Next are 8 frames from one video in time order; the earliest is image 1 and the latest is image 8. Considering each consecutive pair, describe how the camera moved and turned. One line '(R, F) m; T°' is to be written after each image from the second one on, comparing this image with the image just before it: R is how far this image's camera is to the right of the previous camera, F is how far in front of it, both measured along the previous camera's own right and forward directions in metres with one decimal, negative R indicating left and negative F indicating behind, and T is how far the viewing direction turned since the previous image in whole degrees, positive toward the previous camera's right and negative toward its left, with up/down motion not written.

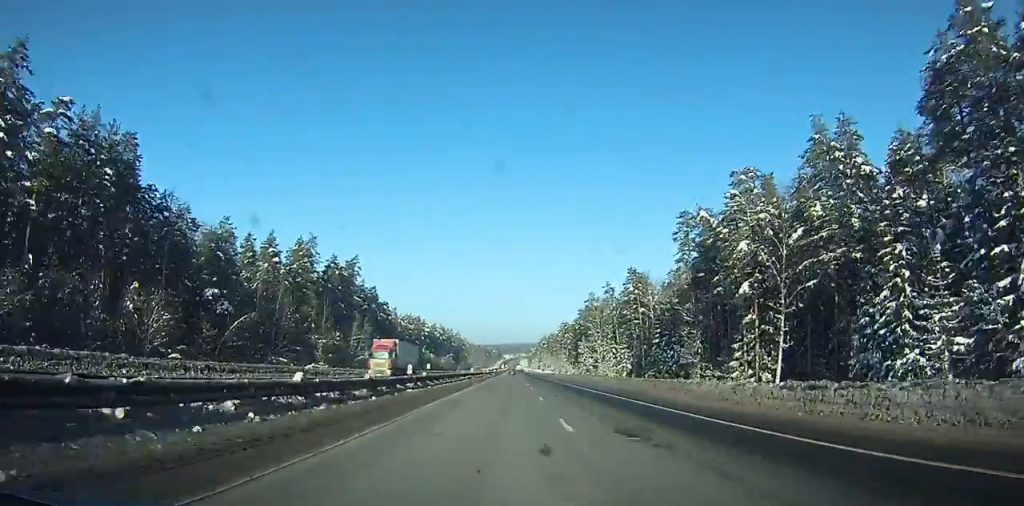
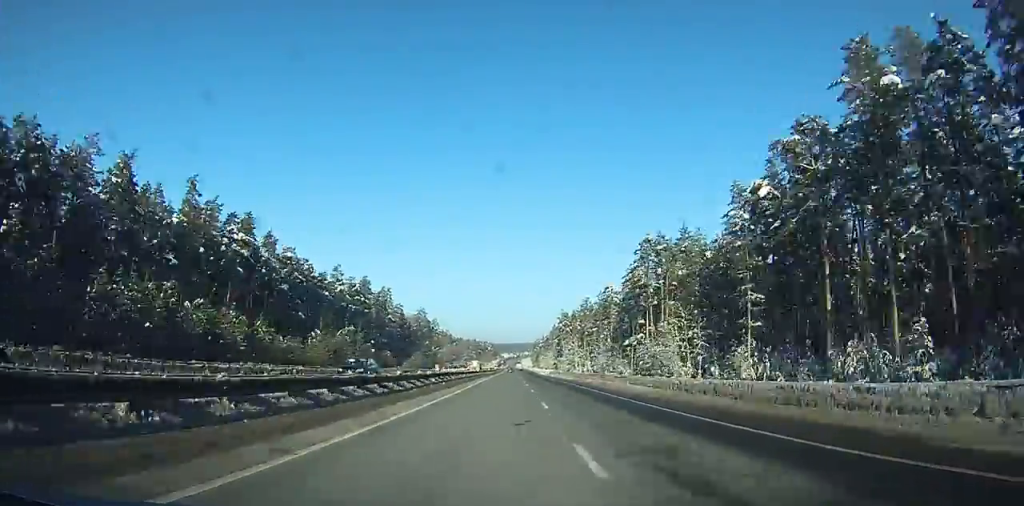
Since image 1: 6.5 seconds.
(-0.4, +198.6) m; 0°
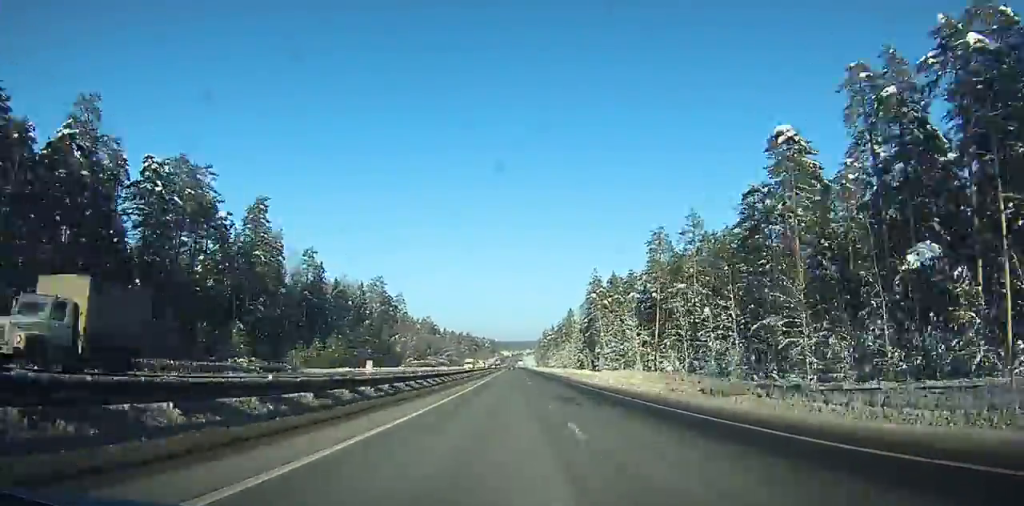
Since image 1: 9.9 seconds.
(+0.4, +103.7) m; 0°
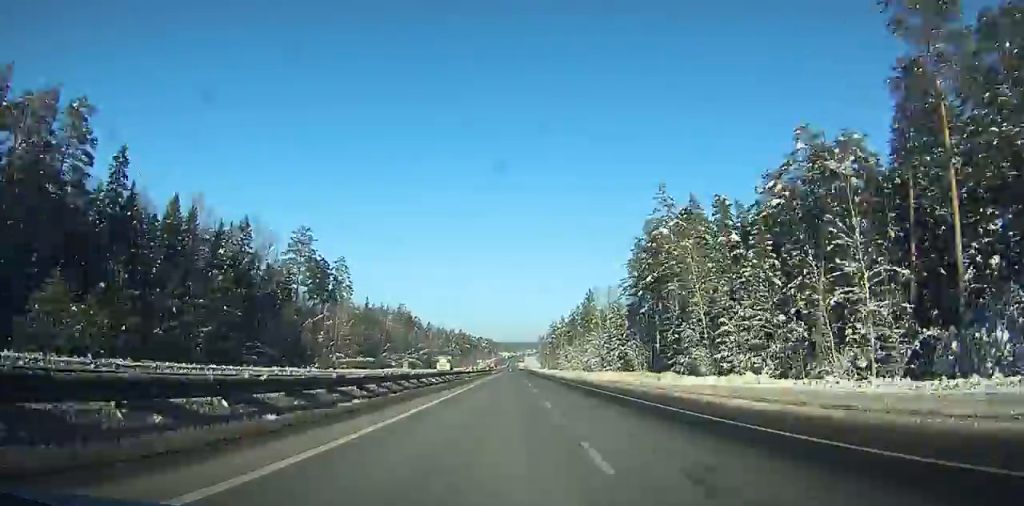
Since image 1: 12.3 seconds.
(-0.3, +72.0) m; 0°
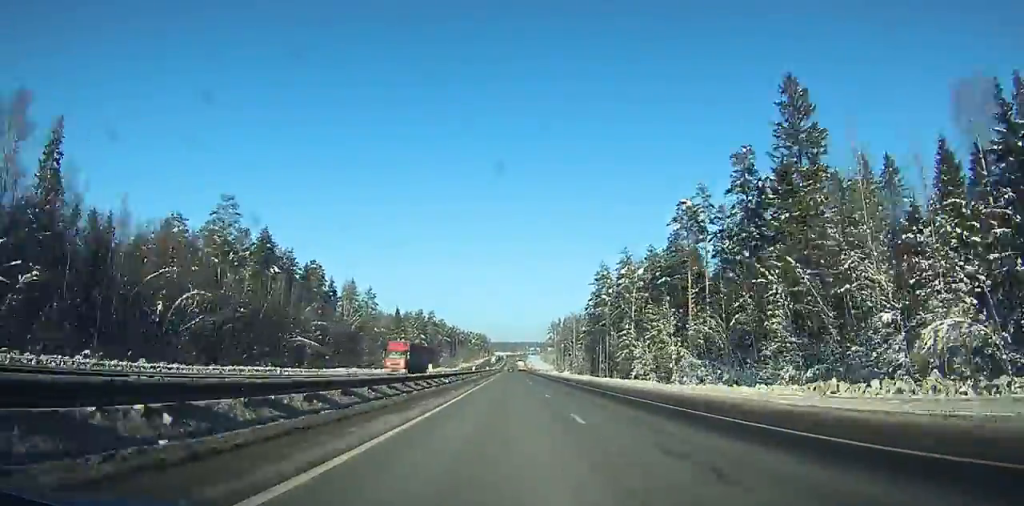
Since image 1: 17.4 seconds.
(+8.9, +139.4) m; +7°
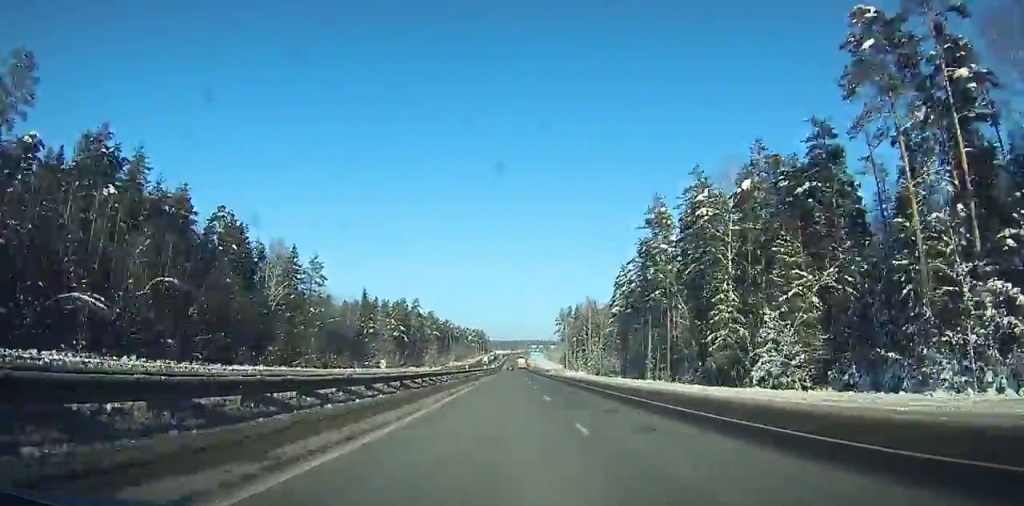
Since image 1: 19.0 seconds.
(+8.9, +30.8) m; -5°
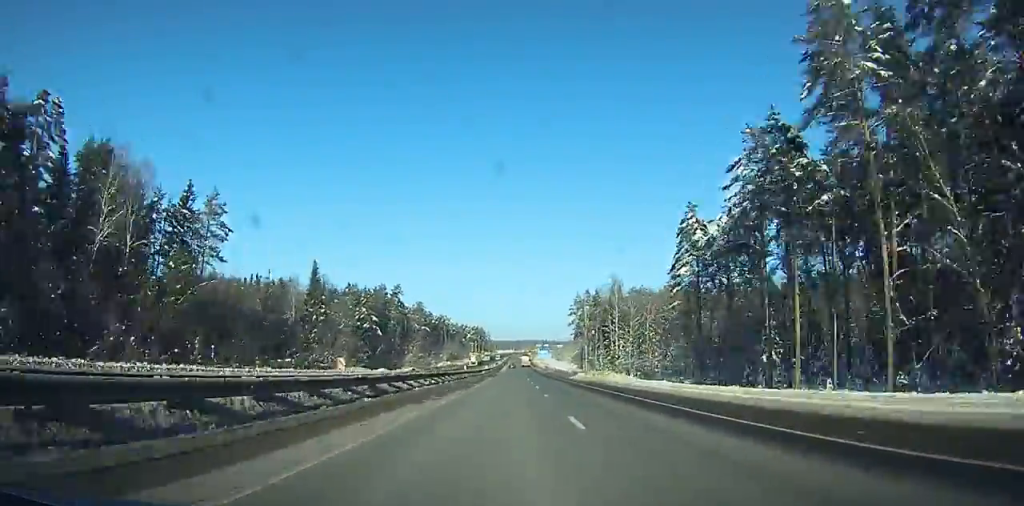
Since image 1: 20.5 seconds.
(-6.4, +44.2) m; -4°
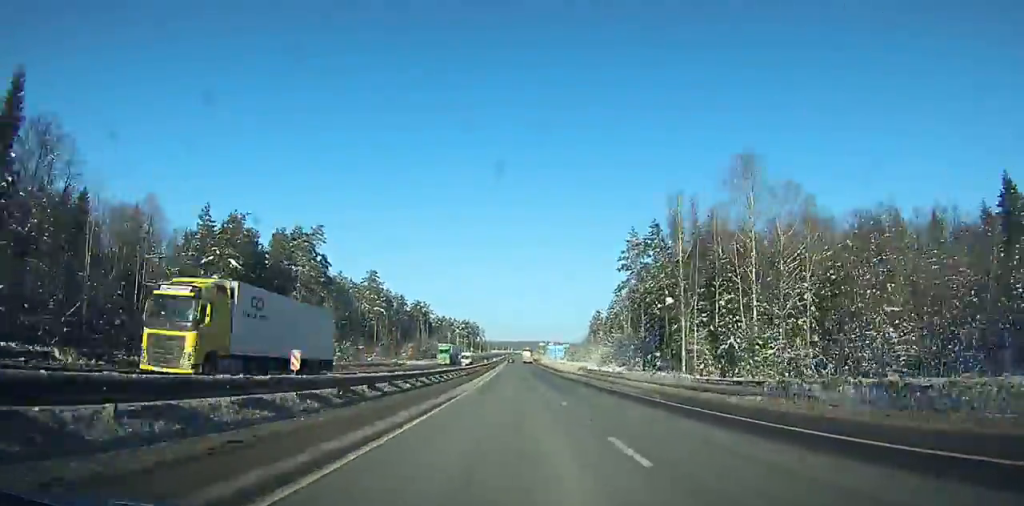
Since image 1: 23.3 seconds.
(-11.4, +95.3) m; -3°
